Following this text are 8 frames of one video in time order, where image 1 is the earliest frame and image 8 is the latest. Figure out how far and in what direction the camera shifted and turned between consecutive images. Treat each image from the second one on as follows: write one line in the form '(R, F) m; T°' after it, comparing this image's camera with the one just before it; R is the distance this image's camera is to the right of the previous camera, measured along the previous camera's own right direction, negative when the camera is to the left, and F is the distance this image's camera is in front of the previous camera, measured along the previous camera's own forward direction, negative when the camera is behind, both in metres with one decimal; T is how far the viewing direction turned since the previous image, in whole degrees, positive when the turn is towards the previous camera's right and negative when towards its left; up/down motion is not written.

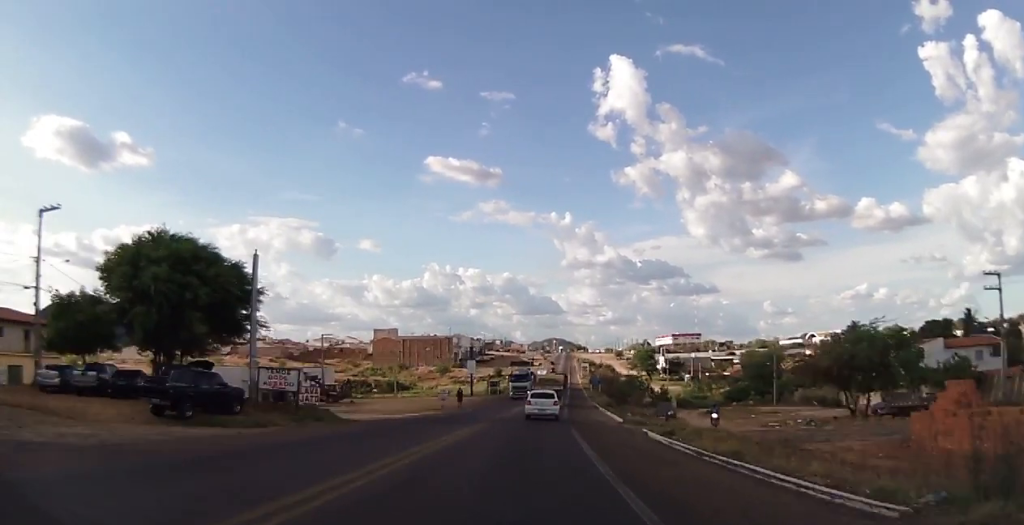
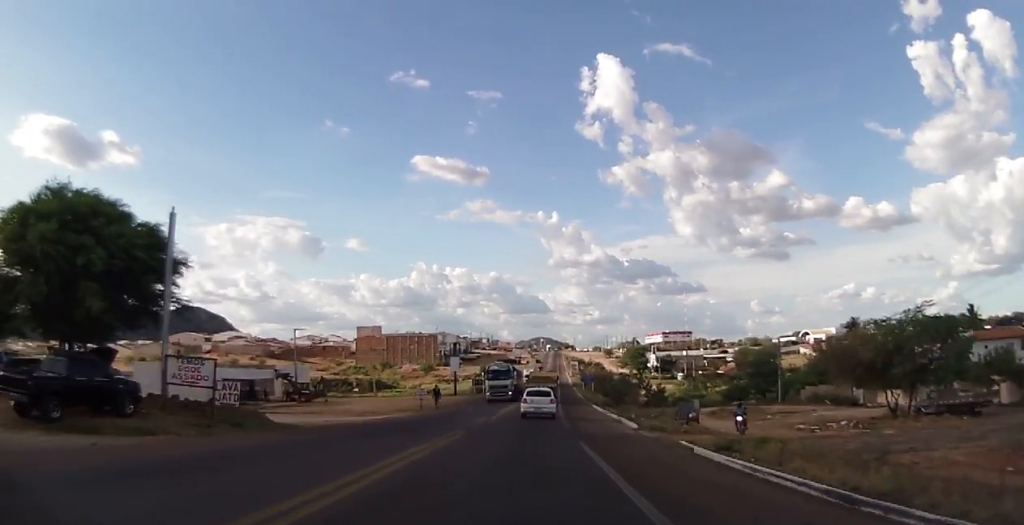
(+0.1, +7.6) m; 0°
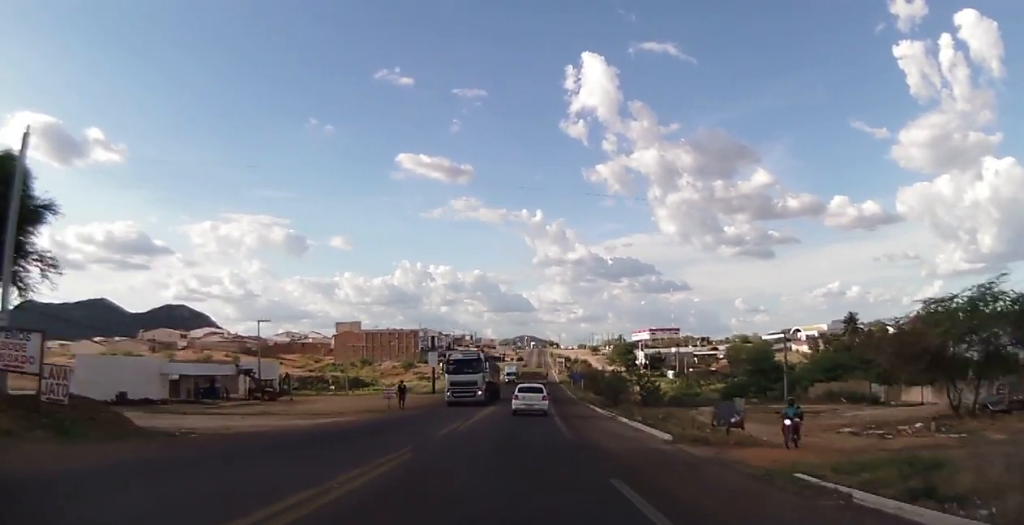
(-0.1, +8.7) m; +1°
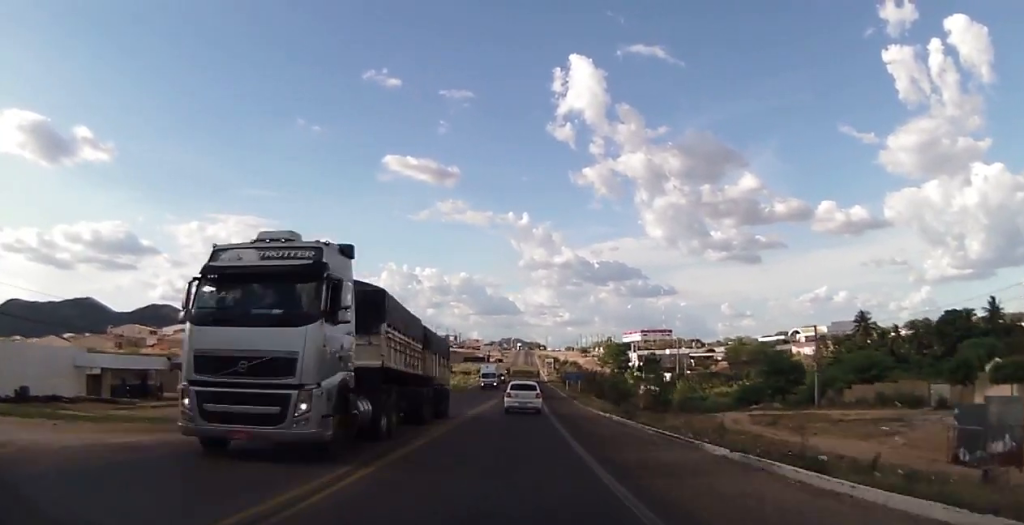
(+0.2, +15.1) m; +2°
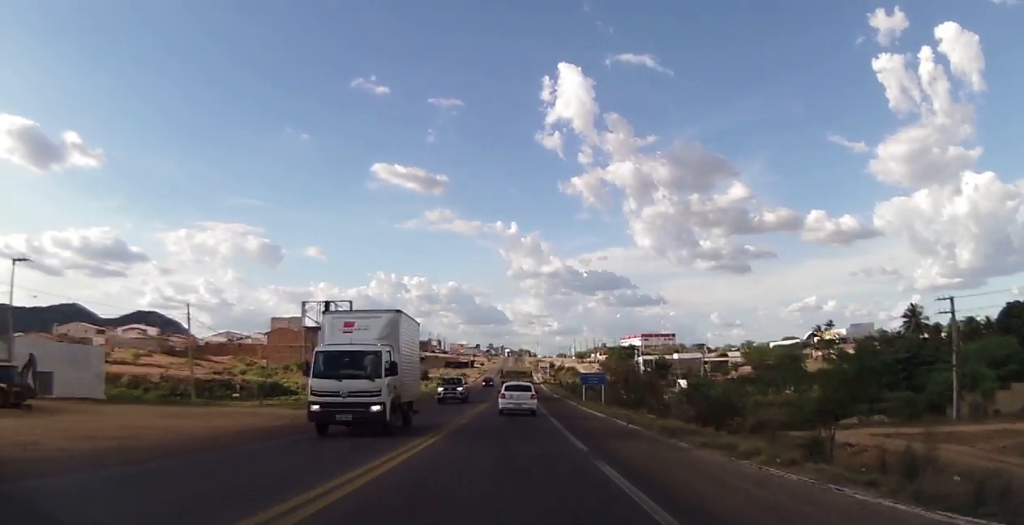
(+0.6, +31.5) m; +2°
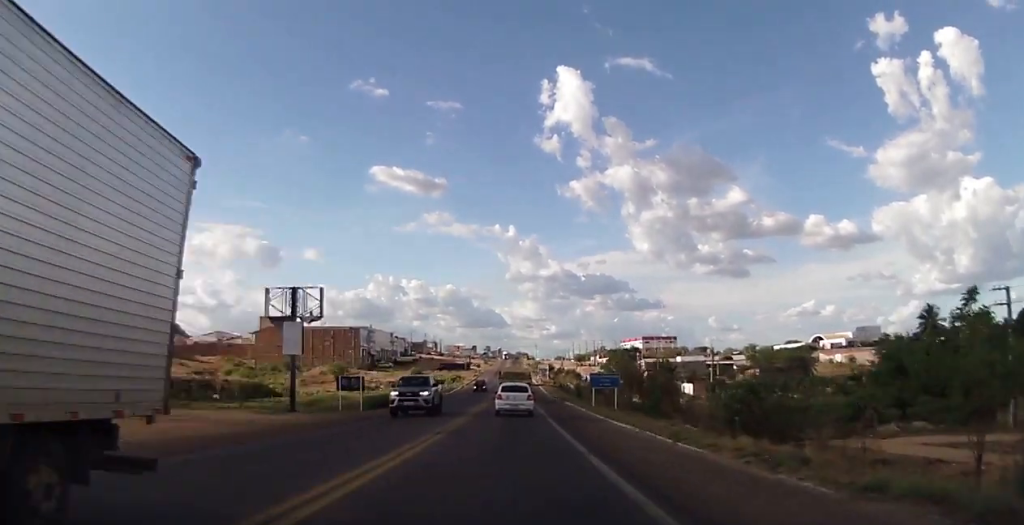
(0.0, +8.1) m; 0°
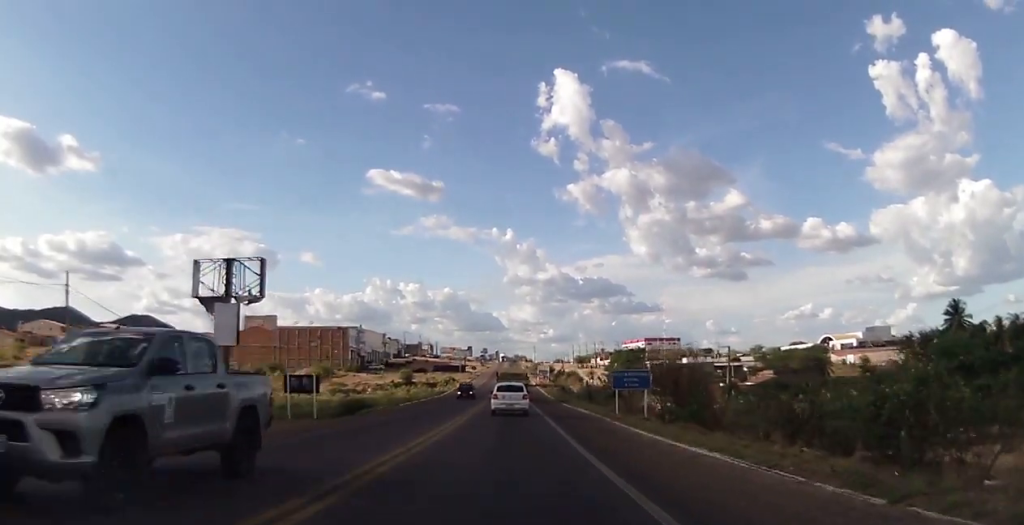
(+0.1, +11.3) m; 0°
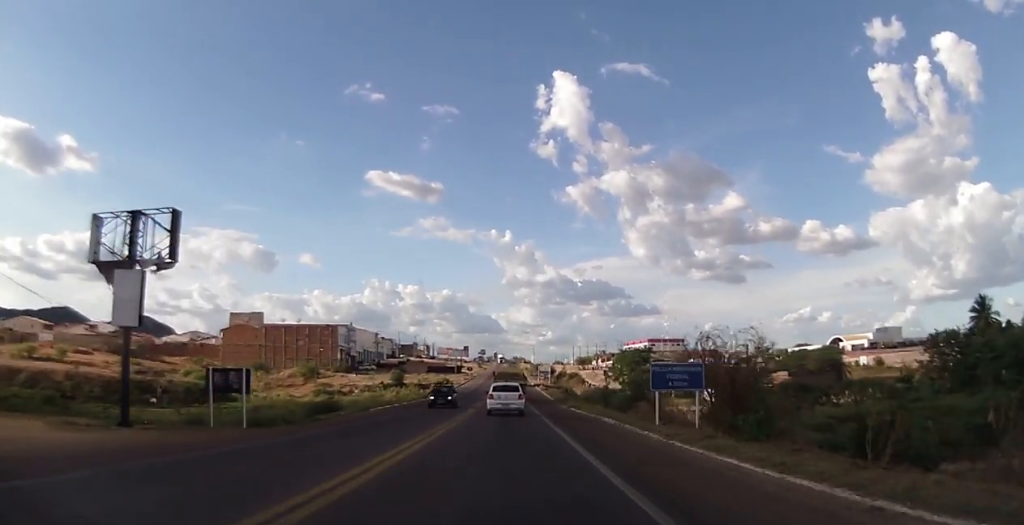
(-0.1, +10.3) m; 0°
